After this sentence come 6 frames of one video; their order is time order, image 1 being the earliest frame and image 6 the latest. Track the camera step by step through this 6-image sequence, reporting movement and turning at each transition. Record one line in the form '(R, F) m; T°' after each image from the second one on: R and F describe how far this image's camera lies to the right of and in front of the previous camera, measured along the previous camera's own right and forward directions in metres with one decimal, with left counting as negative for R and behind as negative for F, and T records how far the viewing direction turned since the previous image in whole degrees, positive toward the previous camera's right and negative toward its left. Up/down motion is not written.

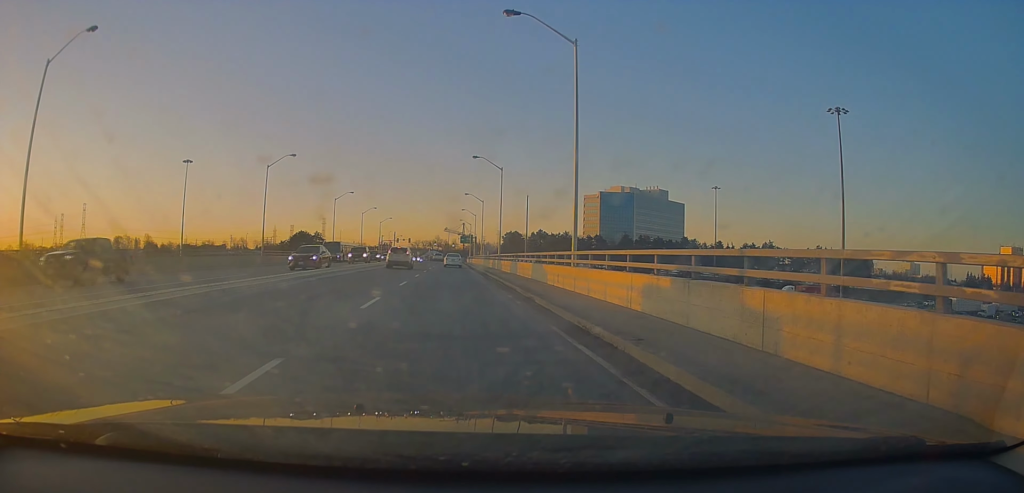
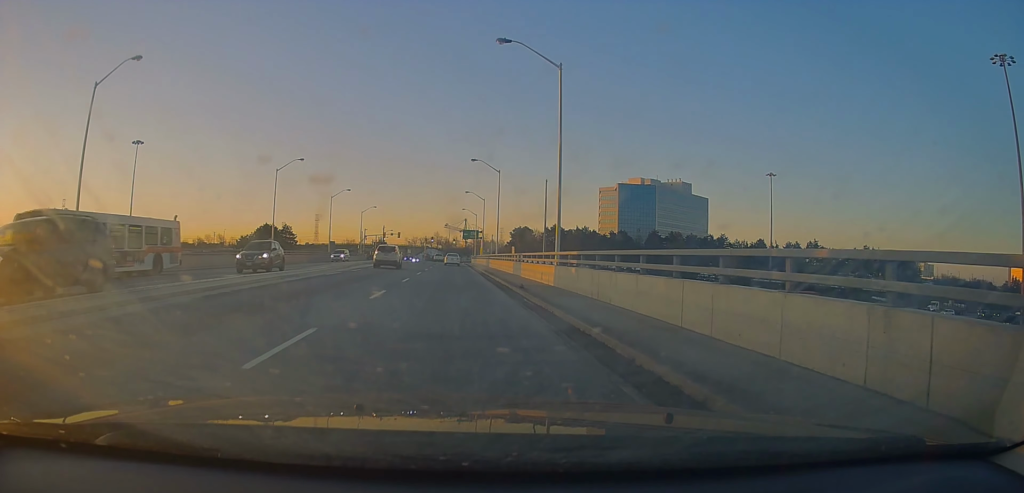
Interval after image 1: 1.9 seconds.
(-0.5, +33.5) m; -1°
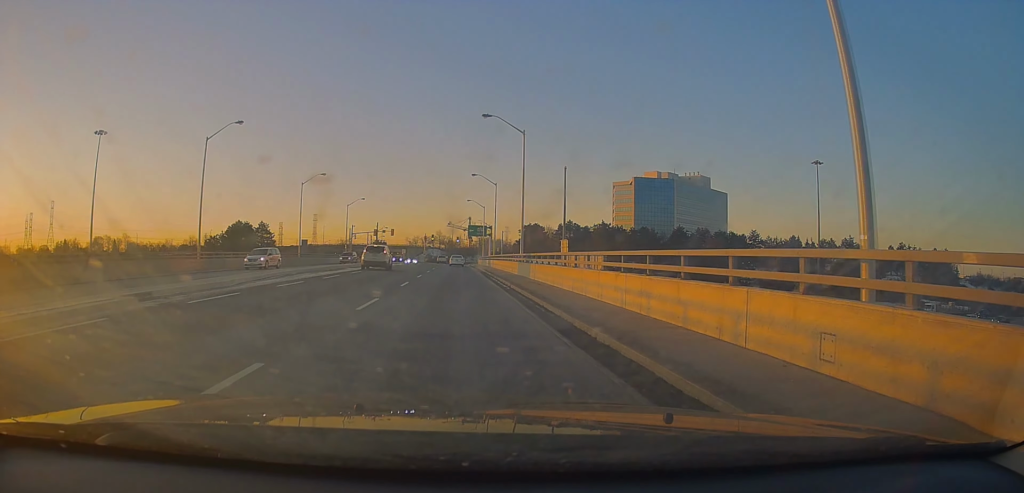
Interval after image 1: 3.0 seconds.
(+0.1, +20.2) m; 0°
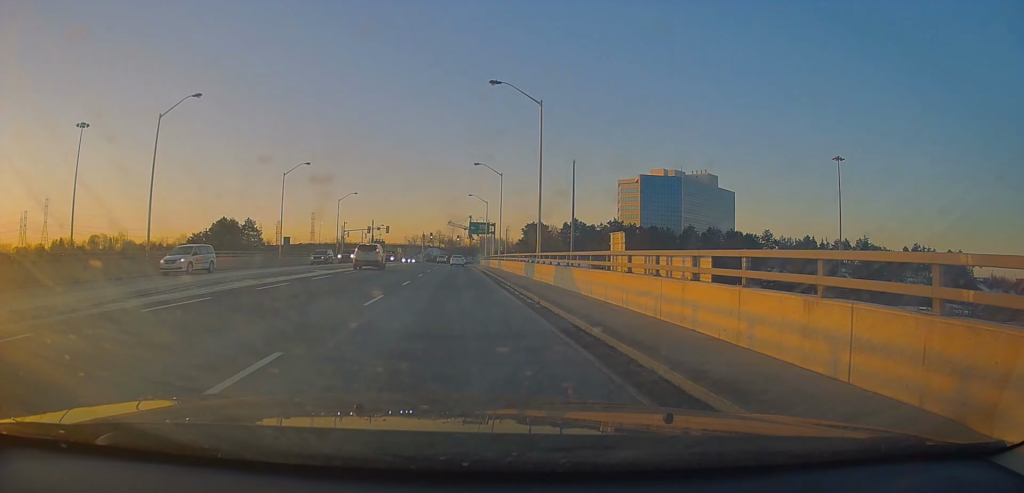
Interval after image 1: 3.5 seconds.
(0.0, +8.3) m; 0°
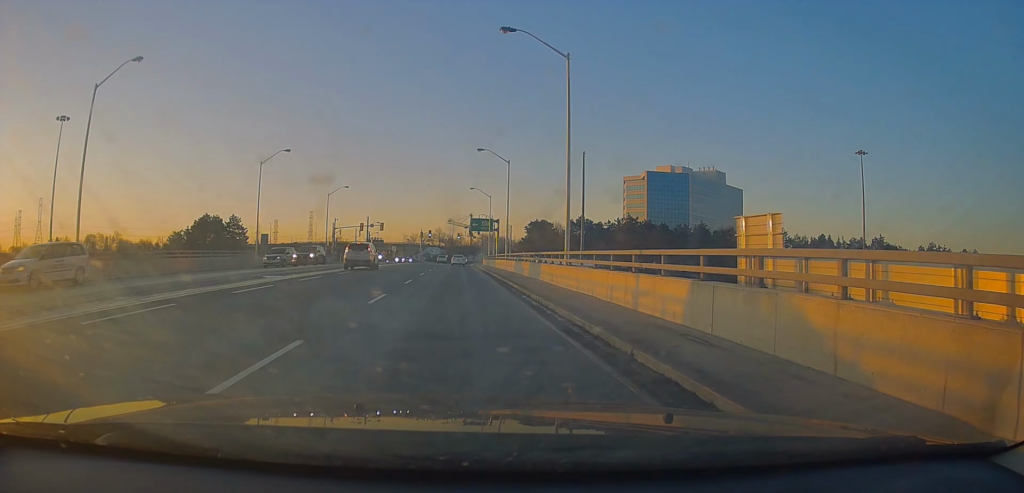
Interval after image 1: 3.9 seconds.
(-0.1, +8.3) m; 0°
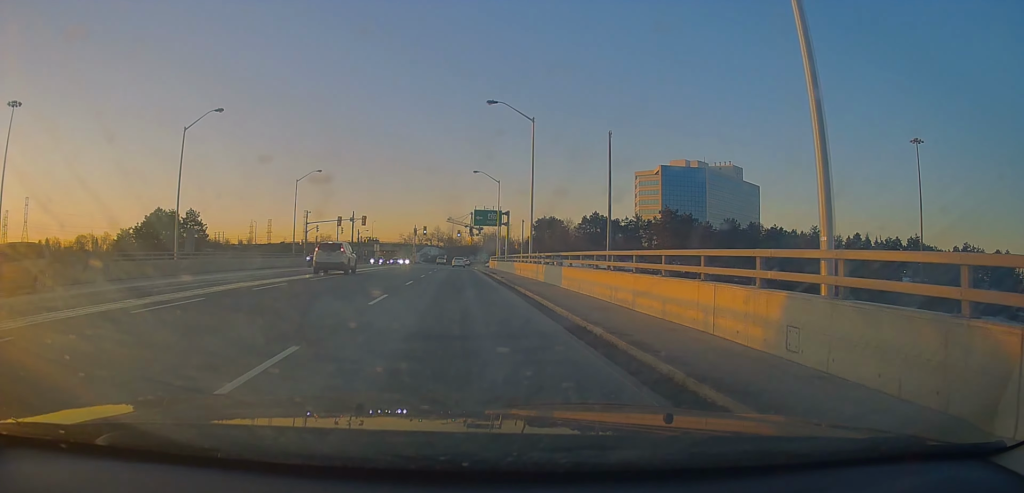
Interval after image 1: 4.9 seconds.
(-0.1, +17.9) m; 0°
